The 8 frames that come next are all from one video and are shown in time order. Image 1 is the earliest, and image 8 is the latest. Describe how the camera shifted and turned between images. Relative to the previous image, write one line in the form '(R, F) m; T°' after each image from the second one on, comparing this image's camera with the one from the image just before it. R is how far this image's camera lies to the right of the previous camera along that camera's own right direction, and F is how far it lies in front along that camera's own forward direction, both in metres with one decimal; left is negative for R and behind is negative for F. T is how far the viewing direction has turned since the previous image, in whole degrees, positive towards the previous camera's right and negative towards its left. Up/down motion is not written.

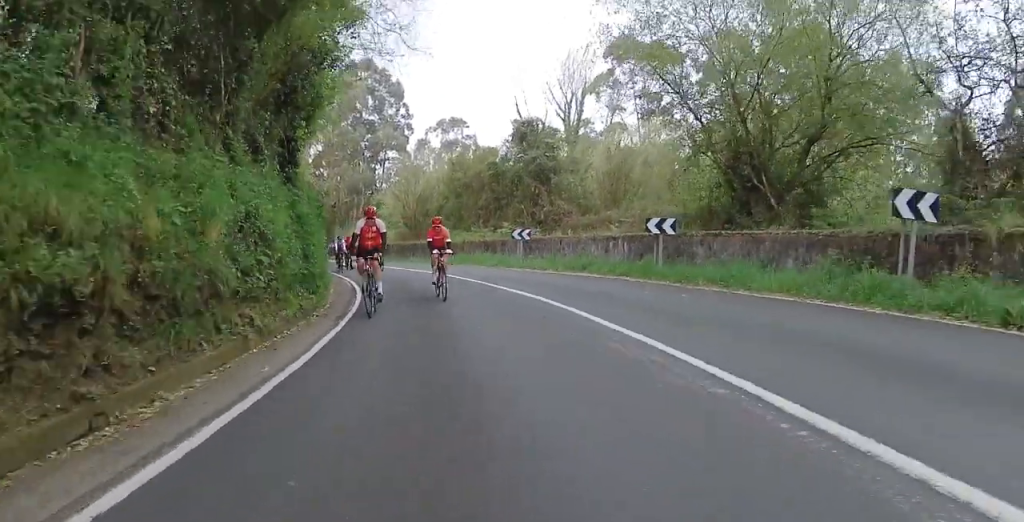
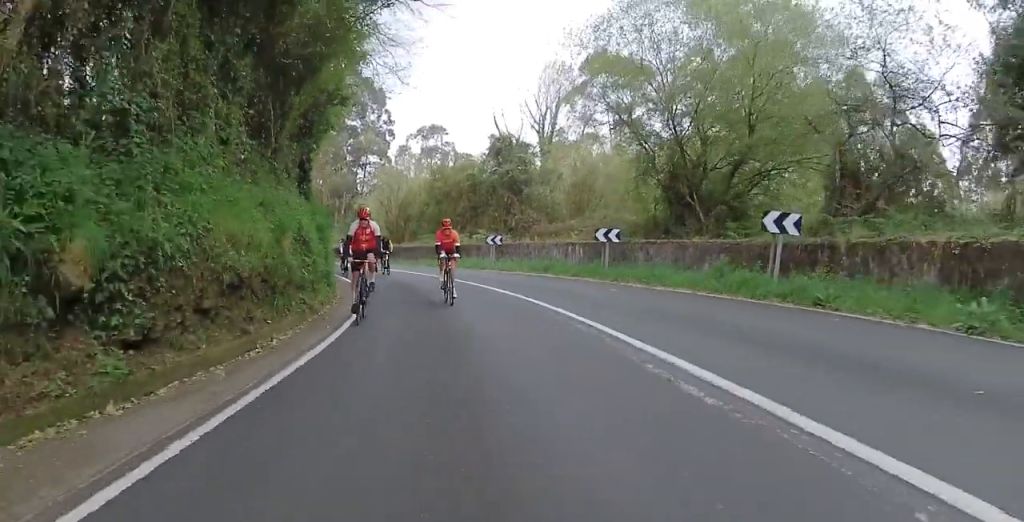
(-0.1, +3.6) m; -1°
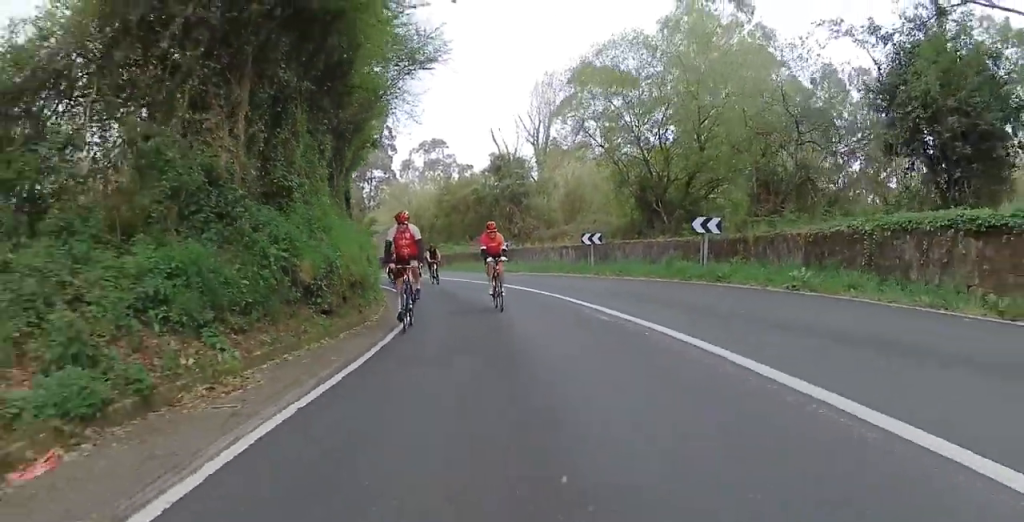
(-0.1, +5.0) m; +4°
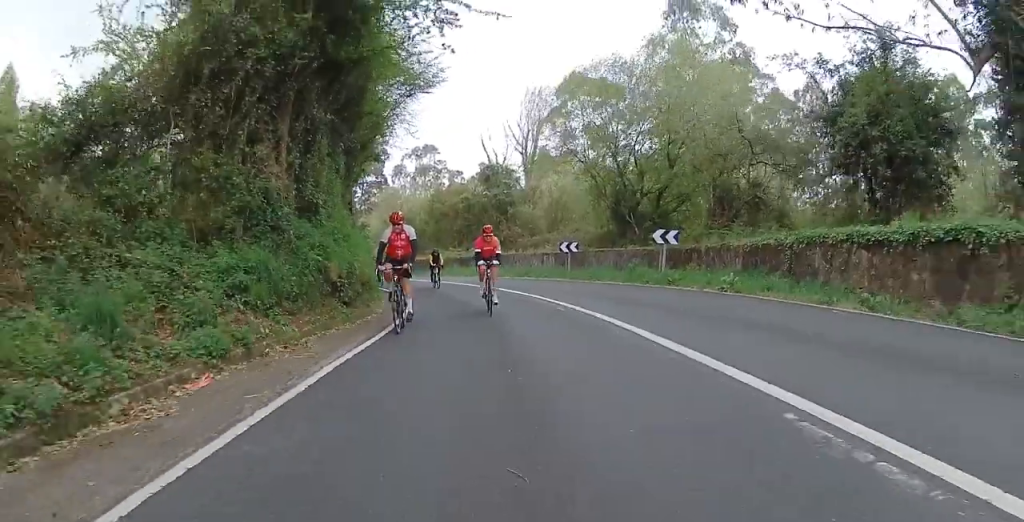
(-0.1, +2.6) m; +5°
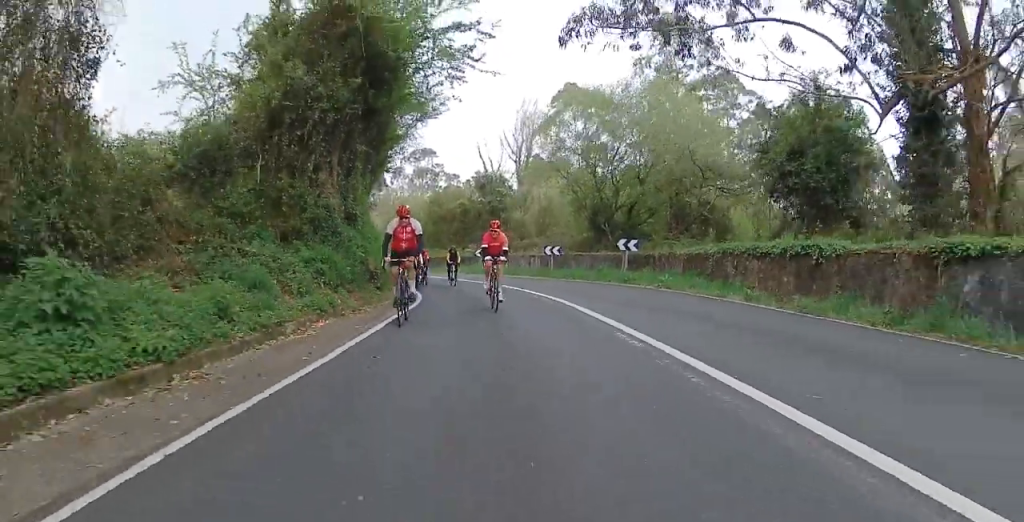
(+0.6, +4.1) m; +4°
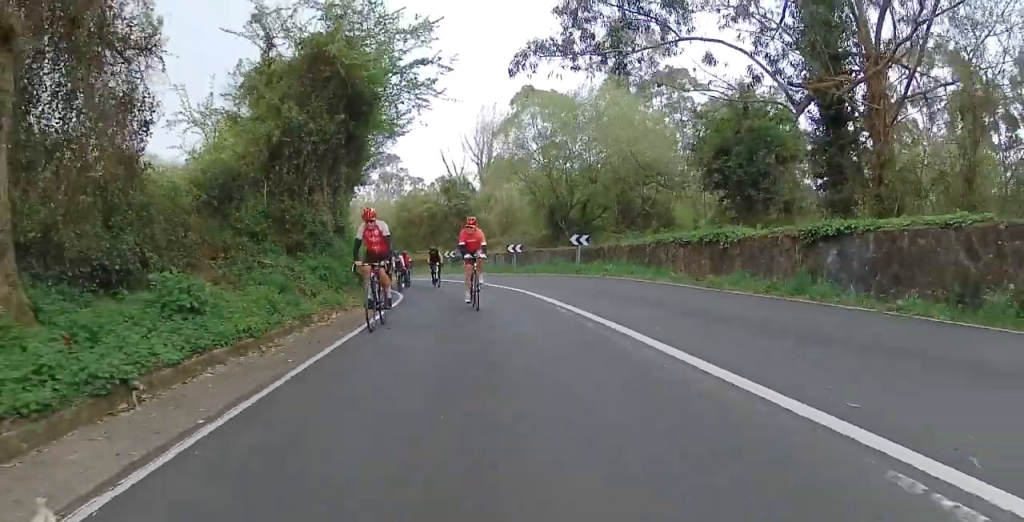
(0.0, +2.9) m; -1°
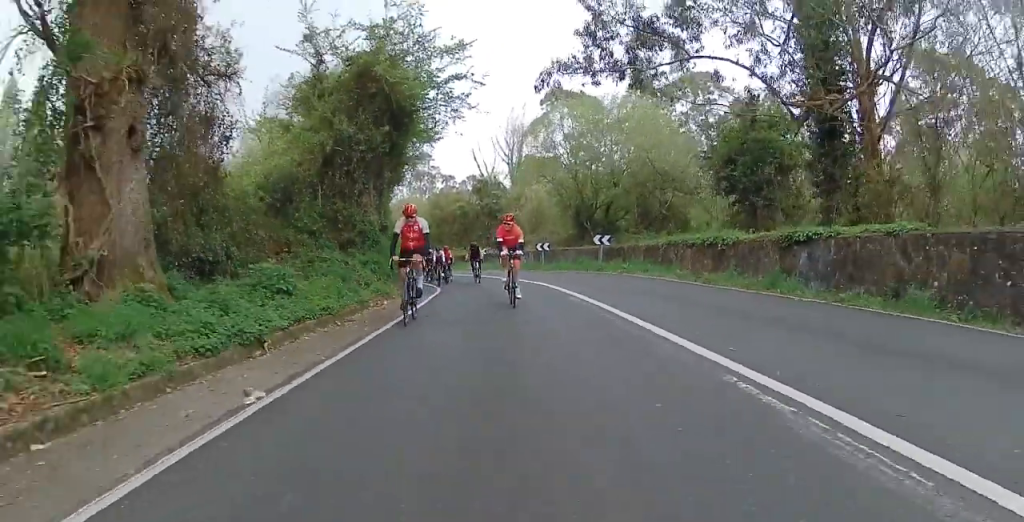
(-0.1, +2.3) m; -1°
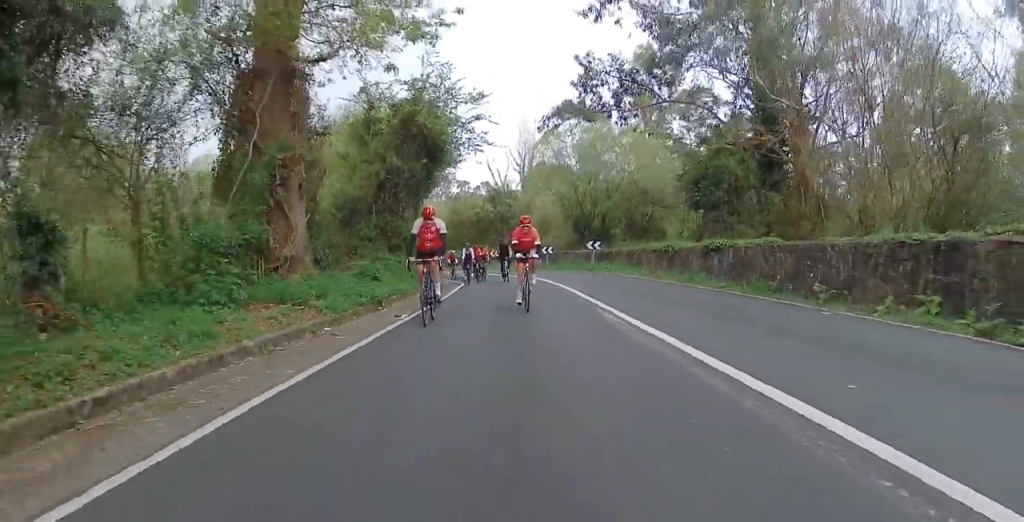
(-0.1, +5.9) m; -2°
